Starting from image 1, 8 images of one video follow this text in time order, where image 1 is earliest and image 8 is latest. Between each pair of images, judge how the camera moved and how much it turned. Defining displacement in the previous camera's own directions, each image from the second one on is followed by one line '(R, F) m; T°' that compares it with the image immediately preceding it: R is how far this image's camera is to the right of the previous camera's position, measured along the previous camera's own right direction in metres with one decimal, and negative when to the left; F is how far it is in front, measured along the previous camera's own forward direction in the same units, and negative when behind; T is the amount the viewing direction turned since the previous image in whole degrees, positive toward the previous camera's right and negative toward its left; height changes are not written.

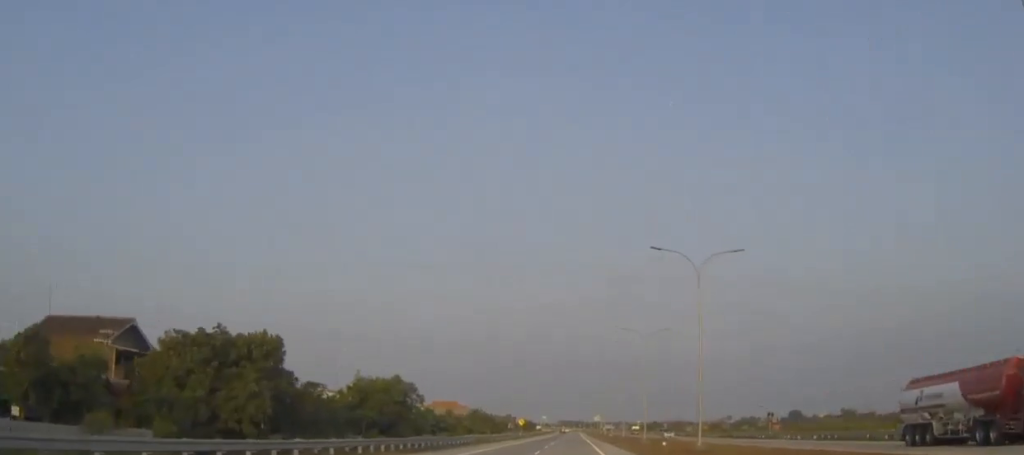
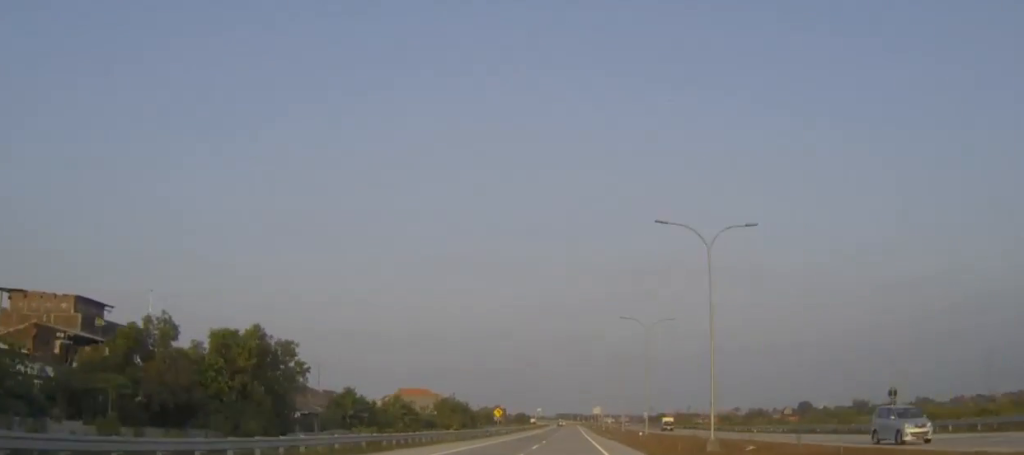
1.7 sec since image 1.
(0.0, +39.2) m; 0°
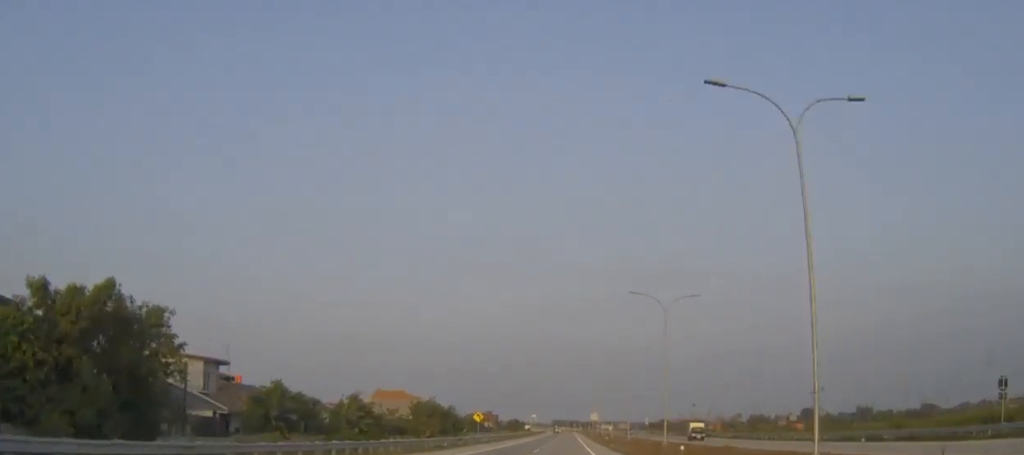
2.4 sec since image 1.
(0.0, +17.5) m; 0°
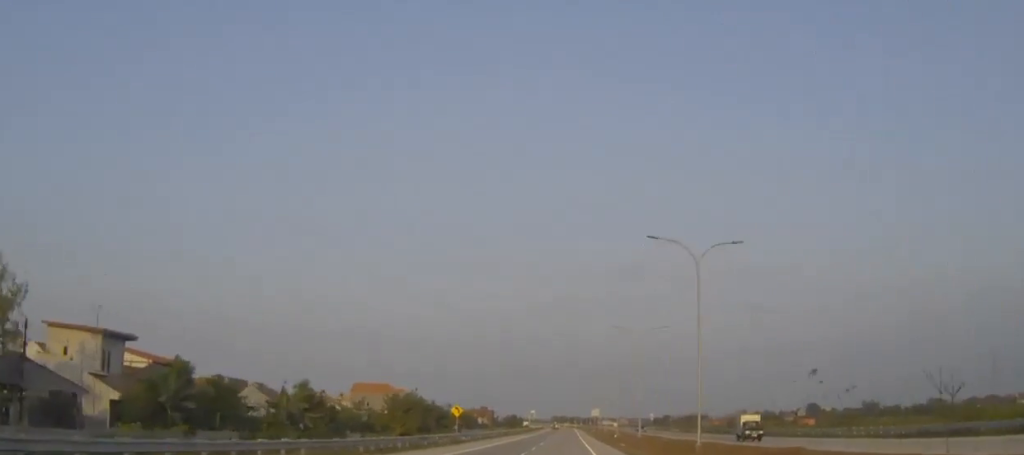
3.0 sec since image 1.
(0.0, +15.3) m; 0°
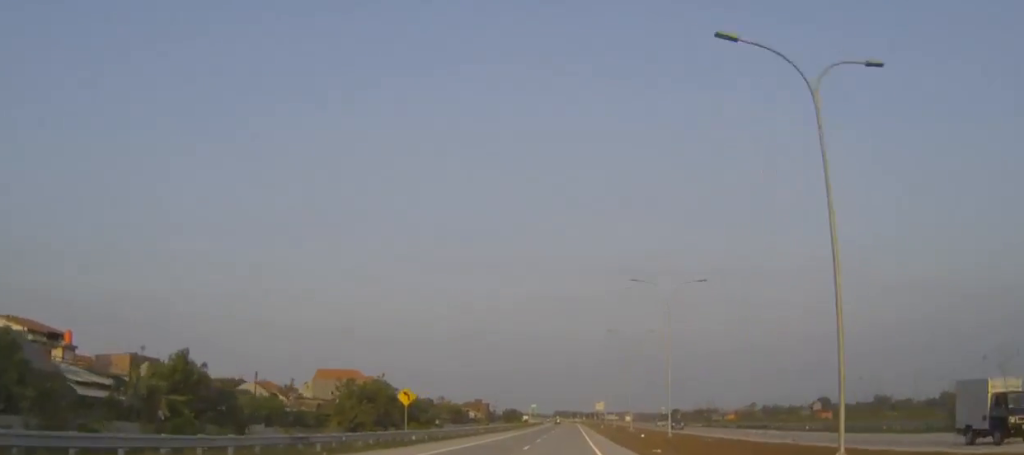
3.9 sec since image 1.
(0.0, +22.0) m; 0°
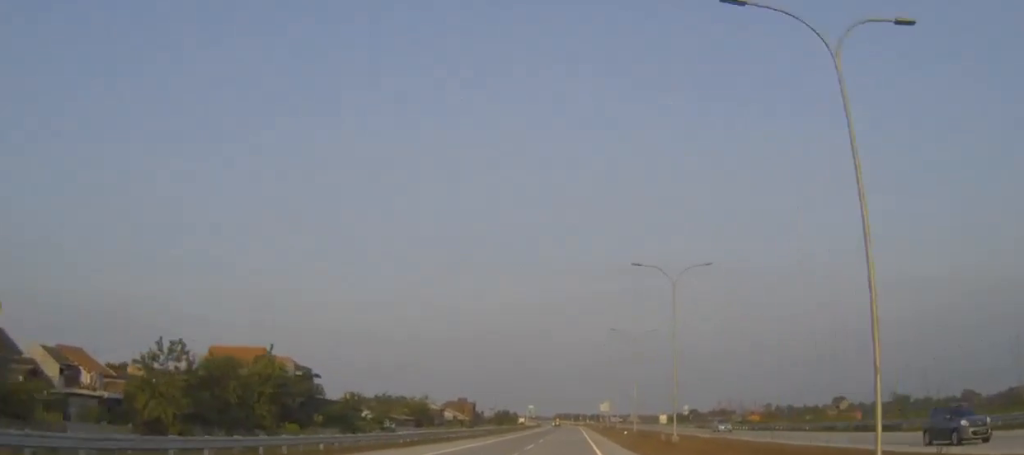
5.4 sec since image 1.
(-0.1, +37.5) m; 0°
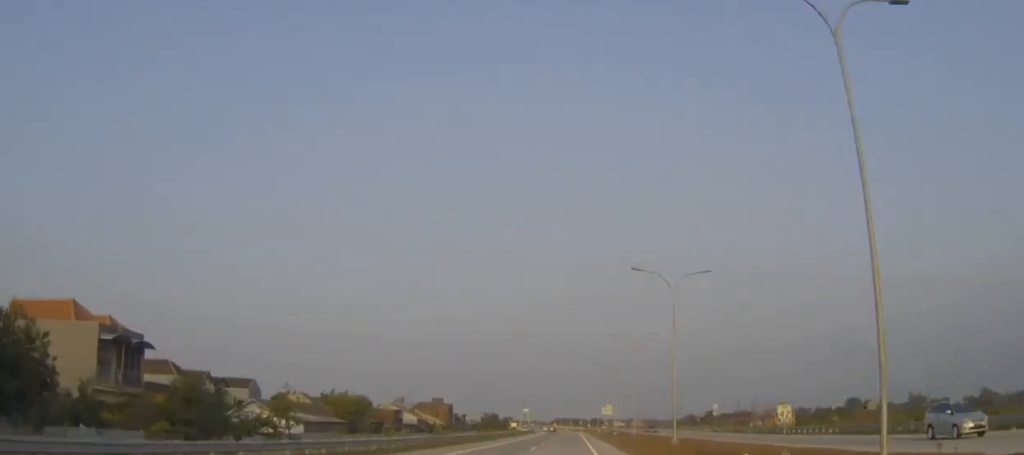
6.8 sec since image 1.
(0.0, +35.6) m; 0°
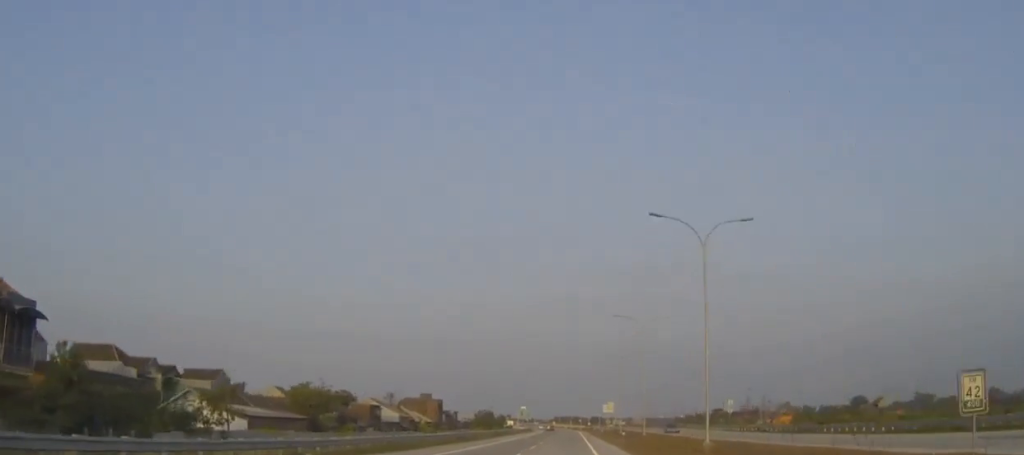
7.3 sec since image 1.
(0.0, +12.8) m; 0°
